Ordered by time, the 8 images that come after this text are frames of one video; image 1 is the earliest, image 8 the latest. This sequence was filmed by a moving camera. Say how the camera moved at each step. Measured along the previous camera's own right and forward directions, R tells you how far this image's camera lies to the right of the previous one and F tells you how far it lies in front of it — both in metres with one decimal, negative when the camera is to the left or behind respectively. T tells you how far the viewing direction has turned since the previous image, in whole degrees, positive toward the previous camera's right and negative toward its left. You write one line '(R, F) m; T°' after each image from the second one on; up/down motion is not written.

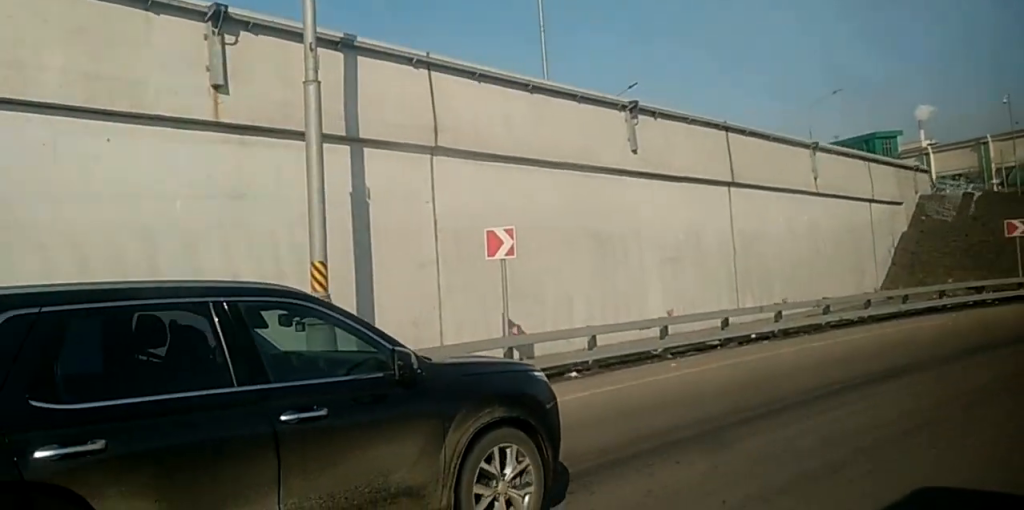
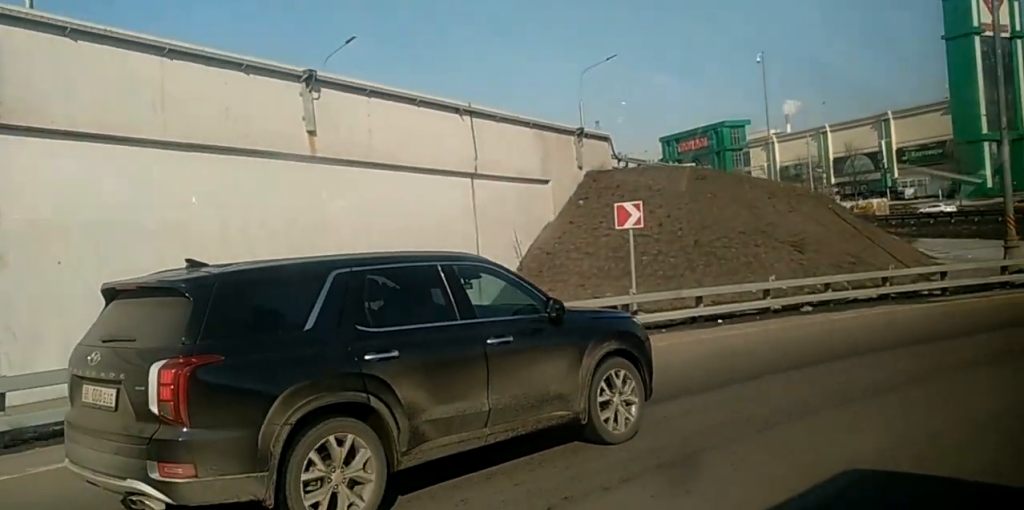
(+1.0, +13.8) m; +14°
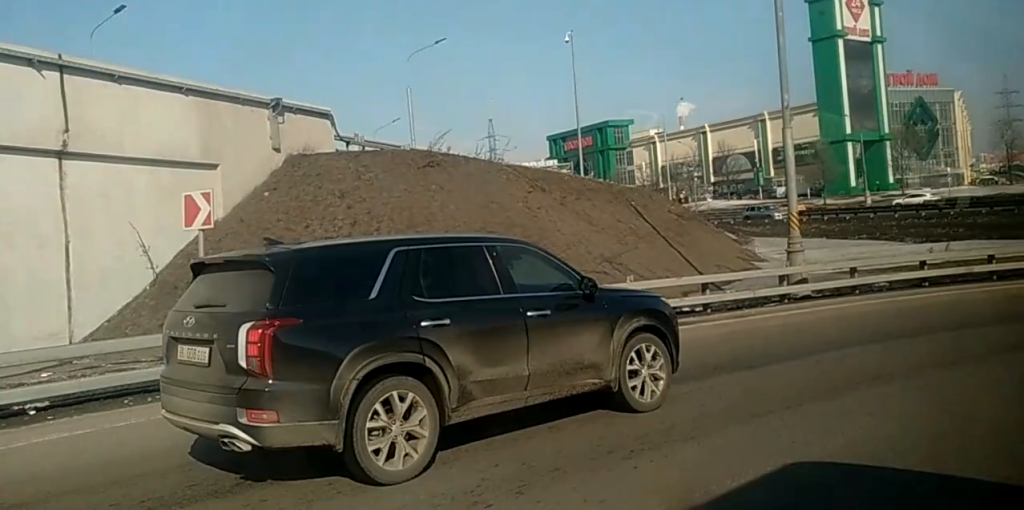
(-1.1, +6.3) m; +18°
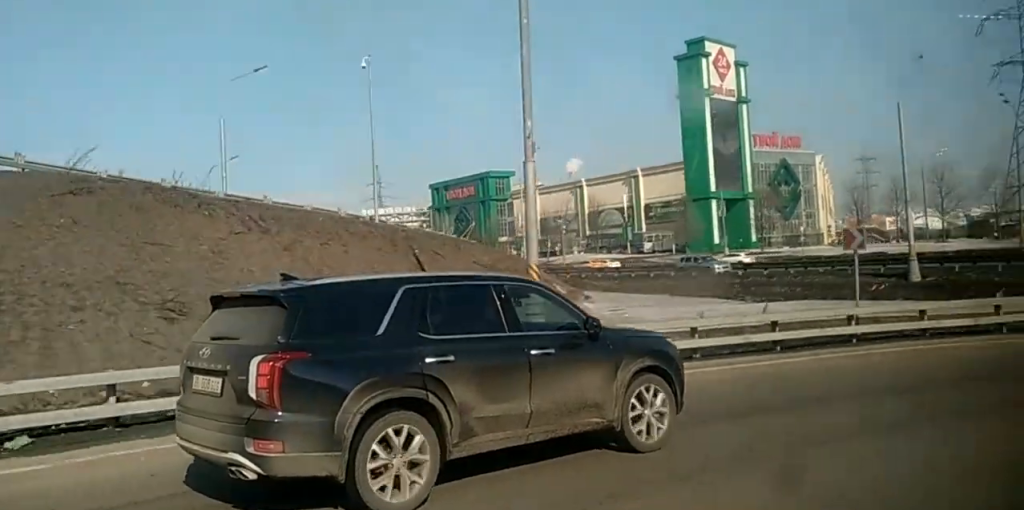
(+2.4, +3.5) m; +21°
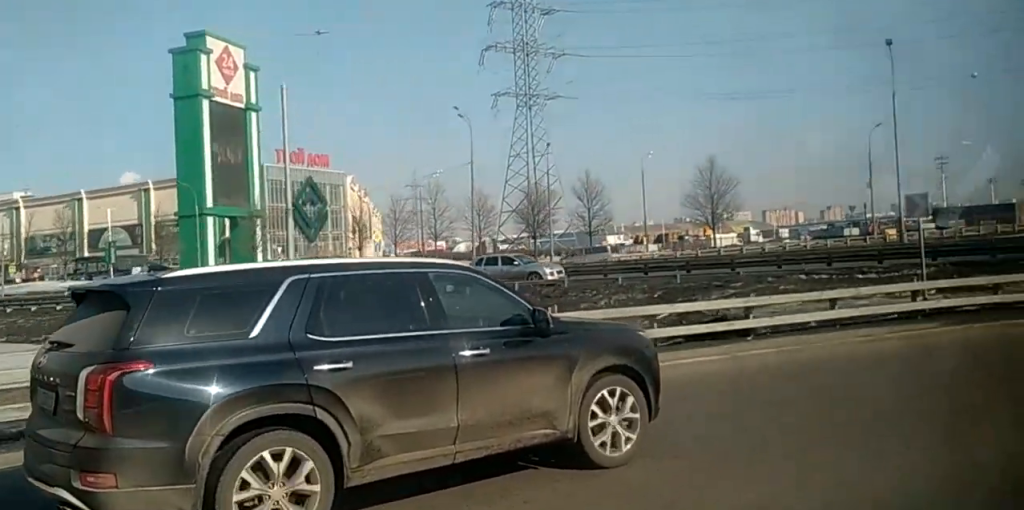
(+4.4, +11.7) m; +23°
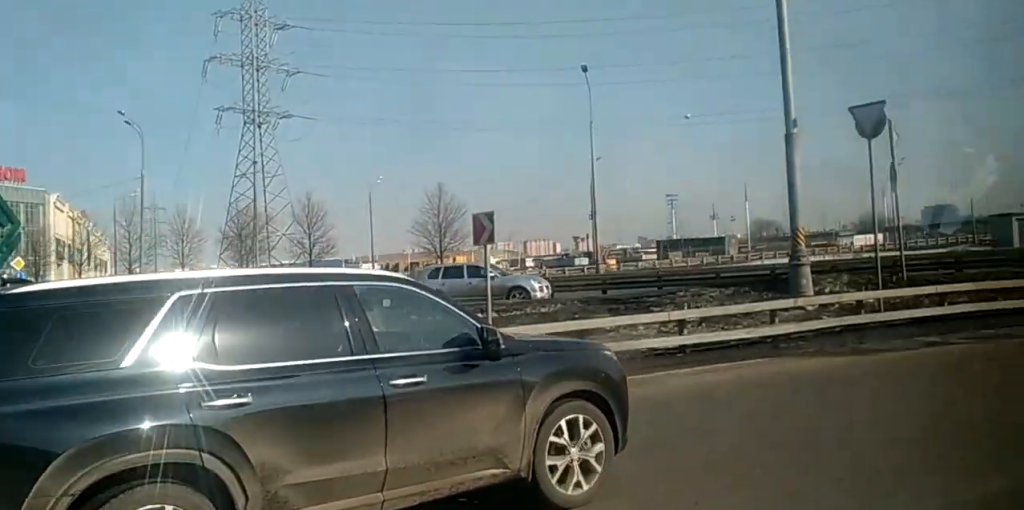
(0.0, +5.8) m; 0°
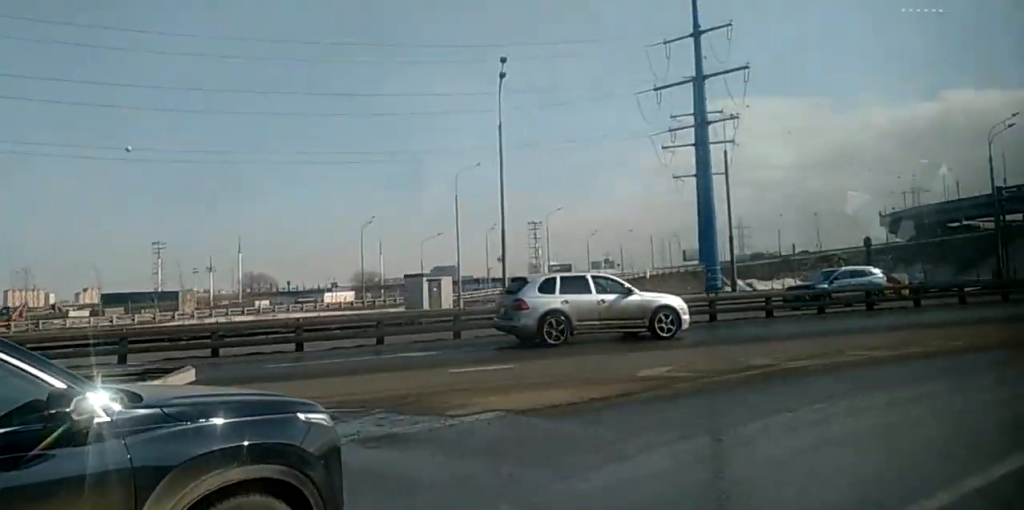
(0.0, +11.1) m; 0°
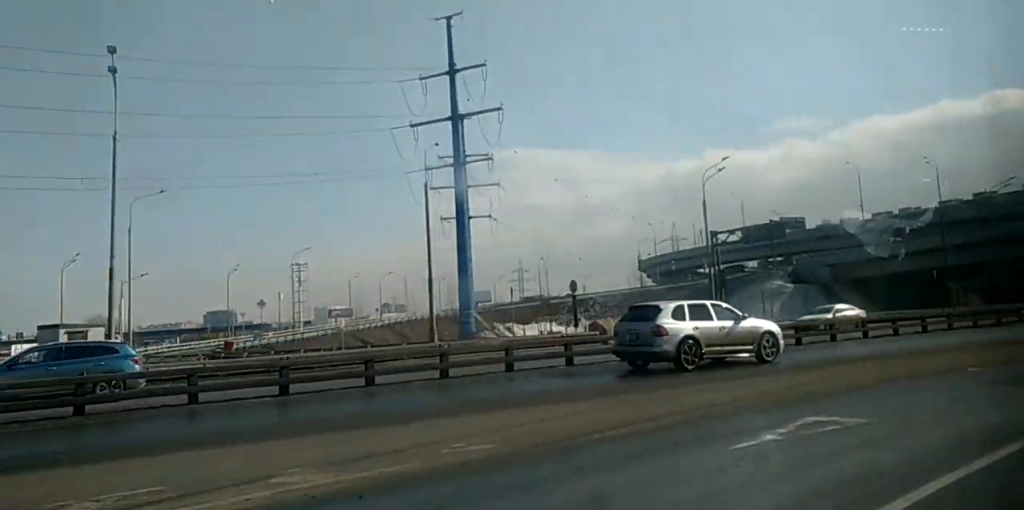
(0.0, +7.2) m; 0°
